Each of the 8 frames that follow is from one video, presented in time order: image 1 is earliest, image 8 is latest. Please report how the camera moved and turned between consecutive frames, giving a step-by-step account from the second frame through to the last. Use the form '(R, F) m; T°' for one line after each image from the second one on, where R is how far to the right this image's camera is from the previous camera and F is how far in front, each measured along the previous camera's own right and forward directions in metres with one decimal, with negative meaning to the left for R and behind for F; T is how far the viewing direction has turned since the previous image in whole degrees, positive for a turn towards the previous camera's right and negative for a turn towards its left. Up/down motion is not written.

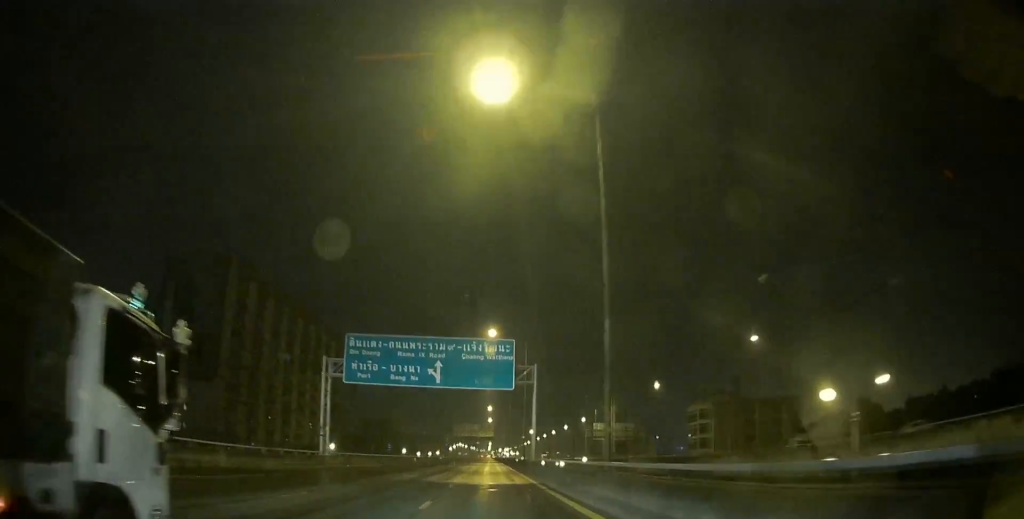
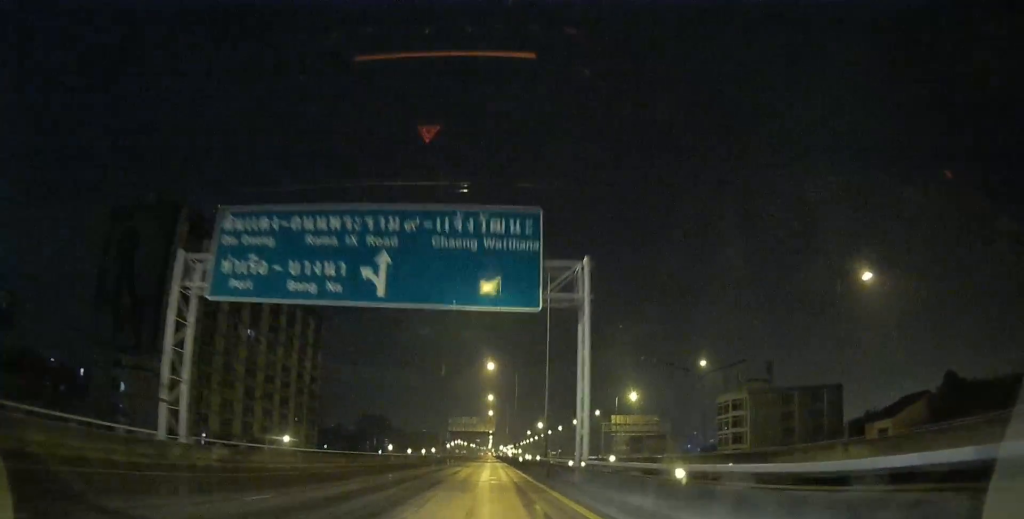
(0.0, +19.7) m; 0°
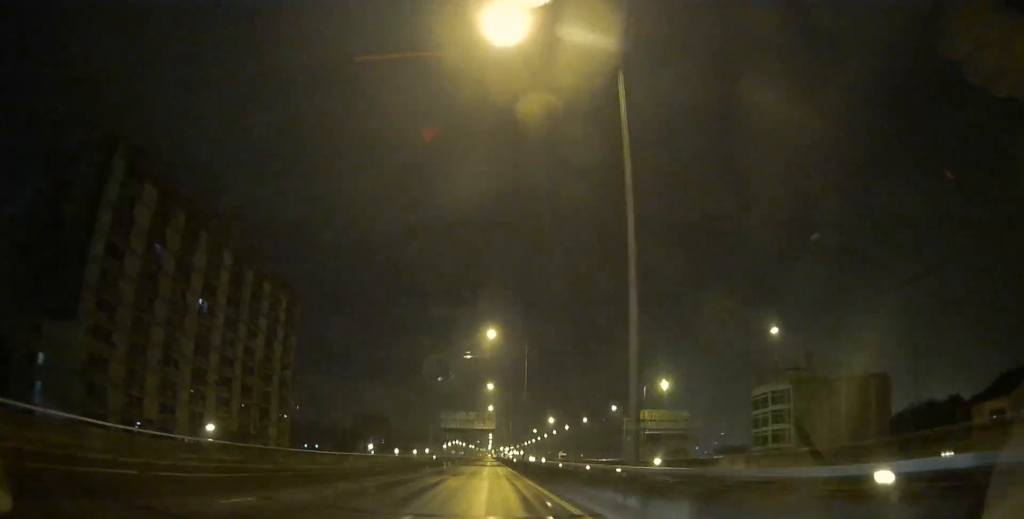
(+0.1, +19.3) m; 0°
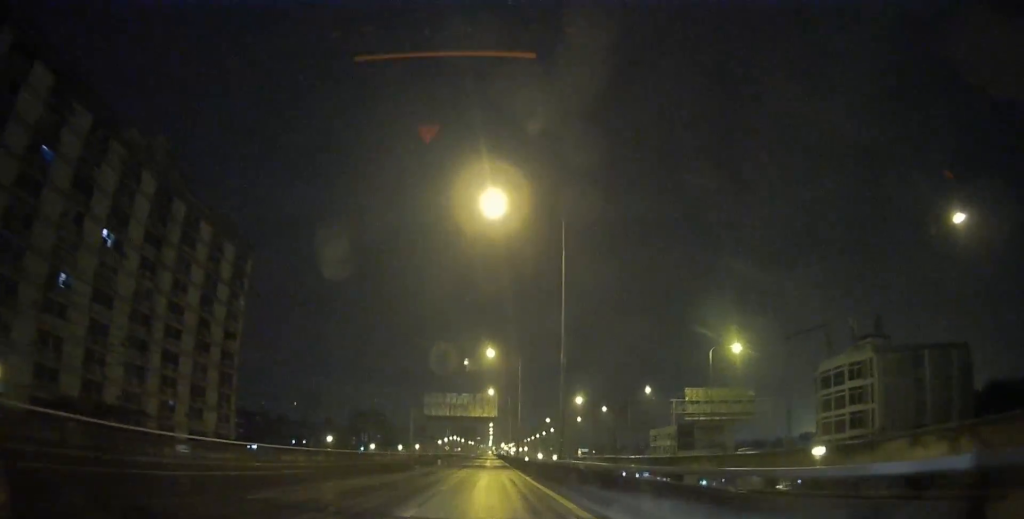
(-0.3, +26.0) m; 0°
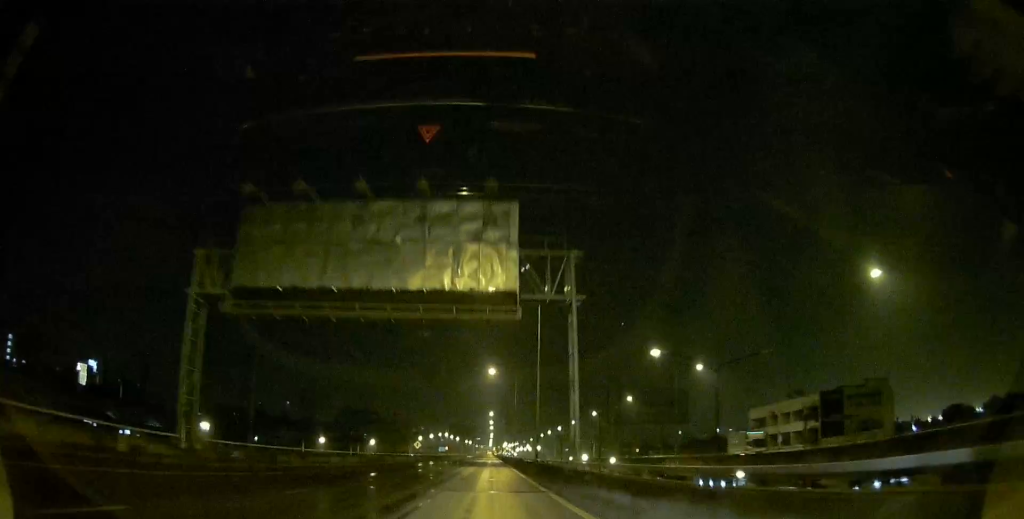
(+0.1, +61.2) m; 0°
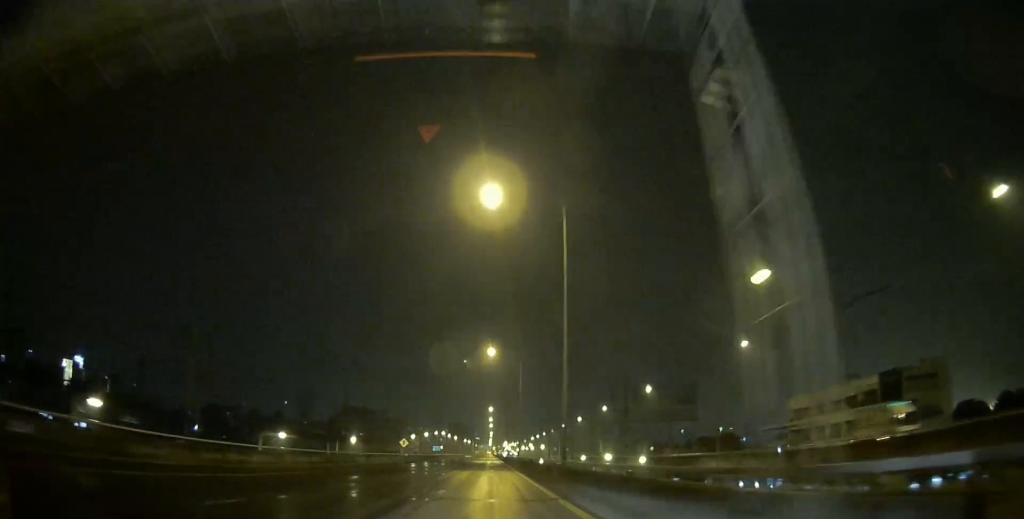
(0.0, +14.5) m; 0°
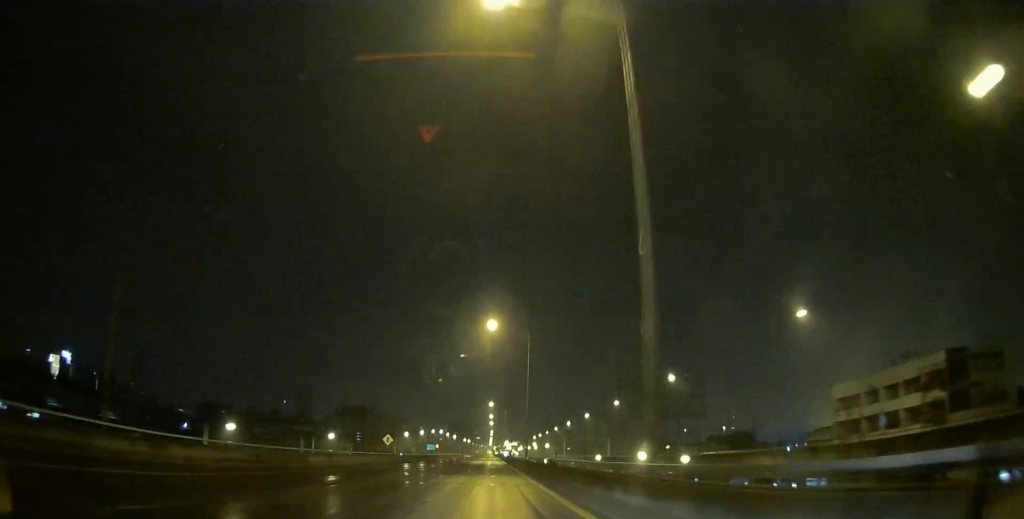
(0.0, +11.7) m; 0°
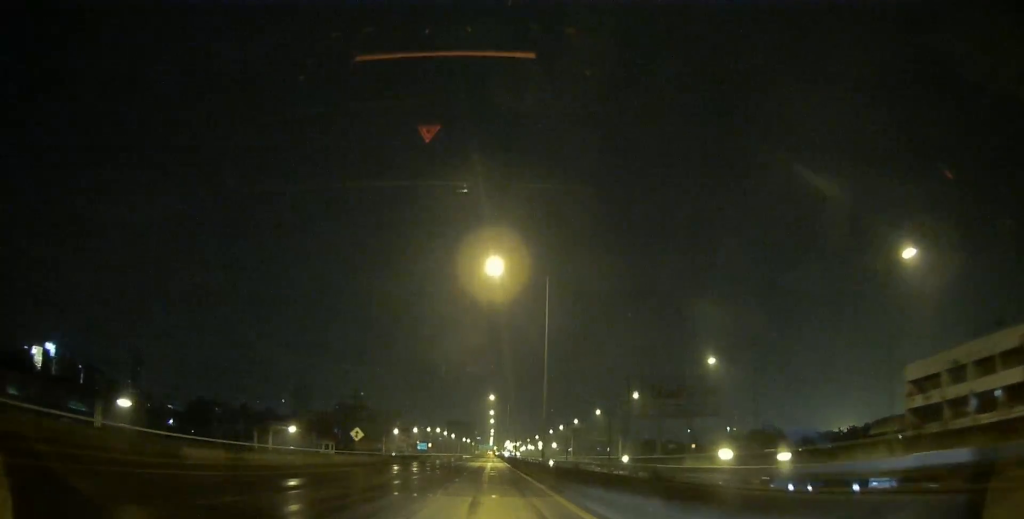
(0.0, +15.6) m; 0°
